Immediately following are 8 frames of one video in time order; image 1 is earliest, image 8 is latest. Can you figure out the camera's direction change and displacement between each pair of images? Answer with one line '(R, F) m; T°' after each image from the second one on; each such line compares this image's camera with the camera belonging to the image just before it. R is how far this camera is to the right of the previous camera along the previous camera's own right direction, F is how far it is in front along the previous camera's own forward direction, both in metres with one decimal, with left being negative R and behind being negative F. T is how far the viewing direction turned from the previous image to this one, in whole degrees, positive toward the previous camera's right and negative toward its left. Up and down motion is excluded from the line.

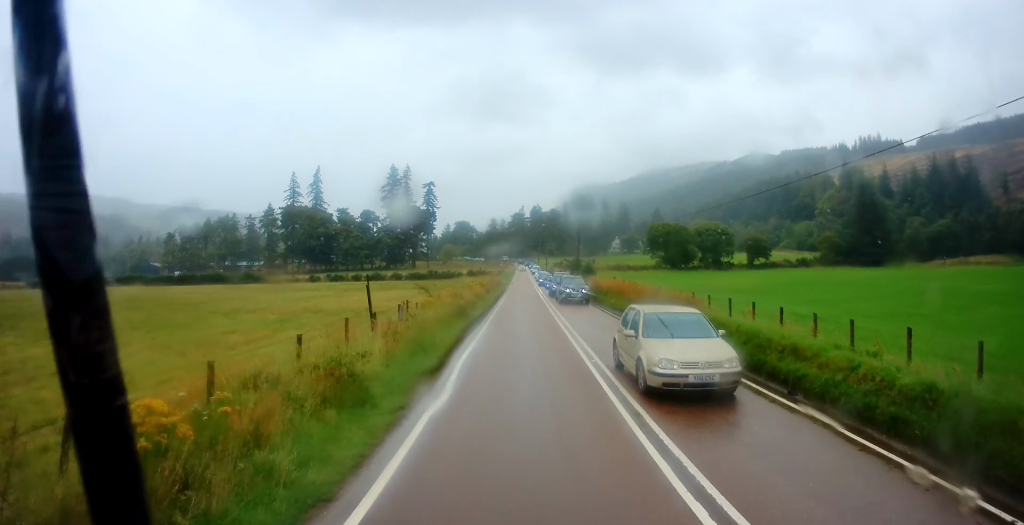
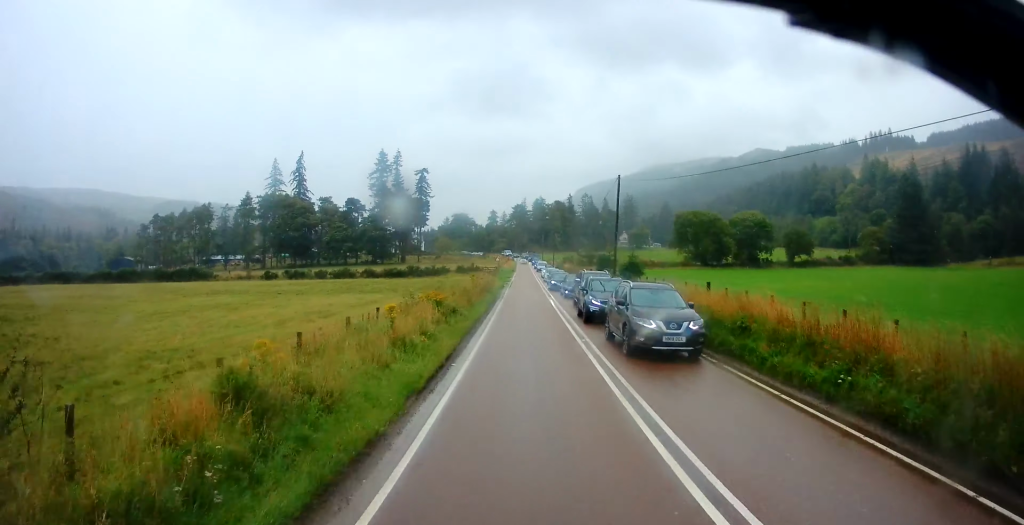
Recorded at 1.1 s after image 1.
(+0.1, +21.3) m; -1°
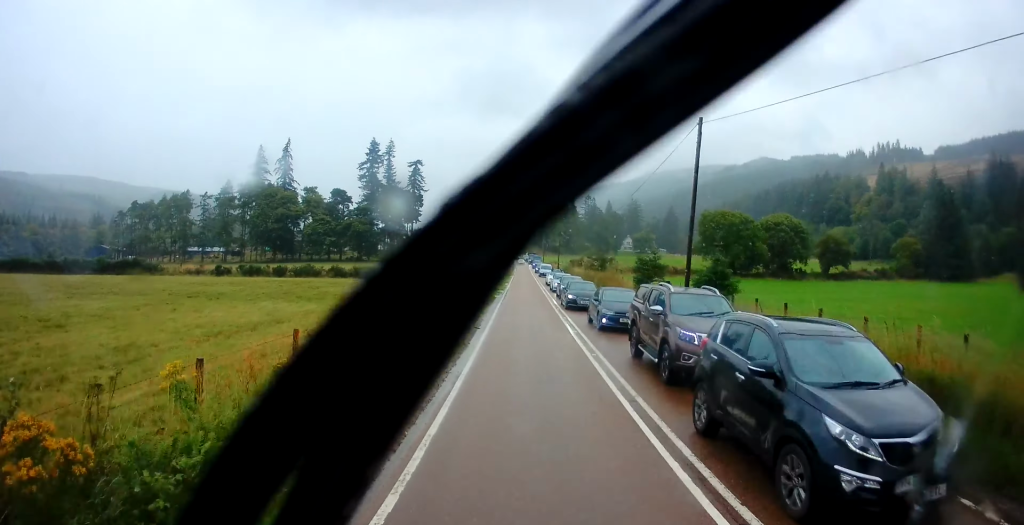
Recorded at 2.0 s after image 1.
(-0.5, +15.7) m; 0°
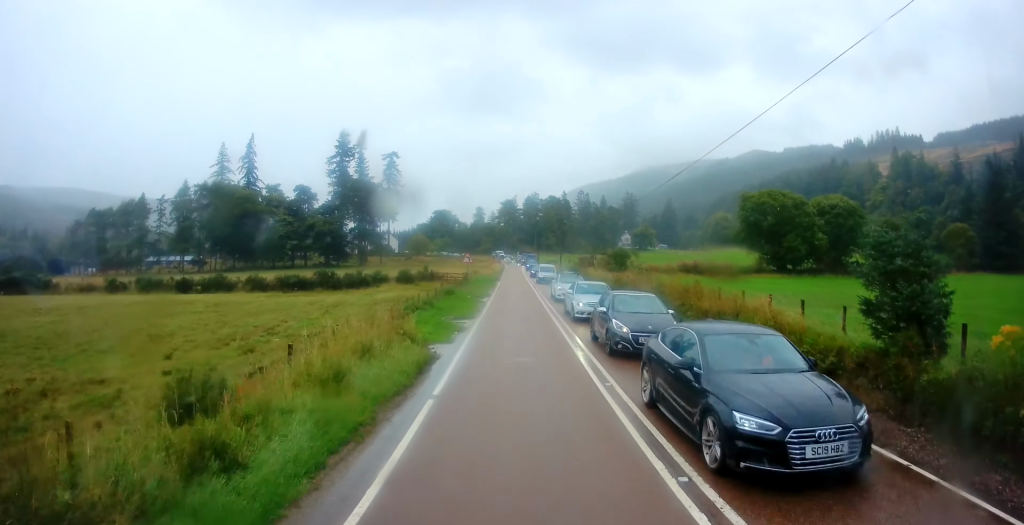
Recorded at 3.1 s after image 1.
(+0.8, +22.1) m; +1°
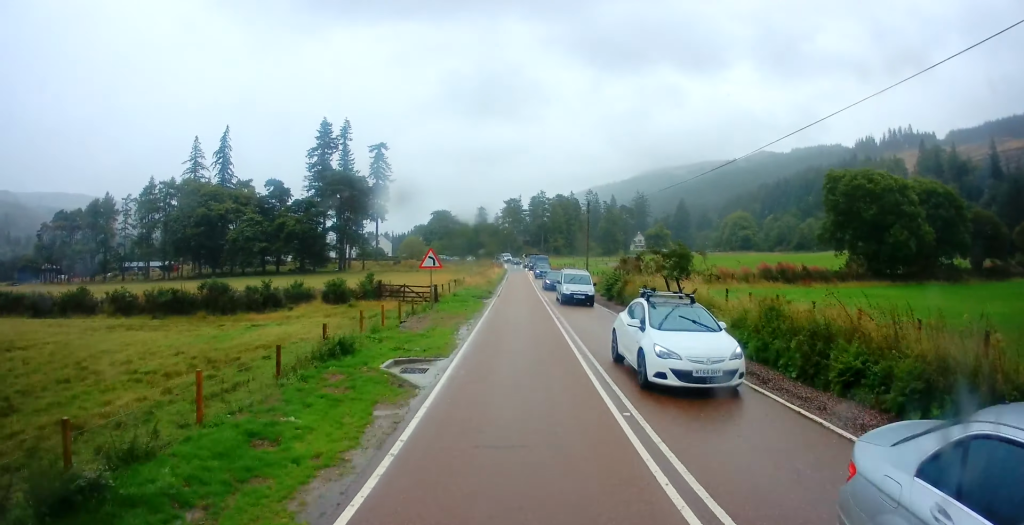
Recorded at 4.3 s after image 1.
(-0.4, +21.2) m; -1°
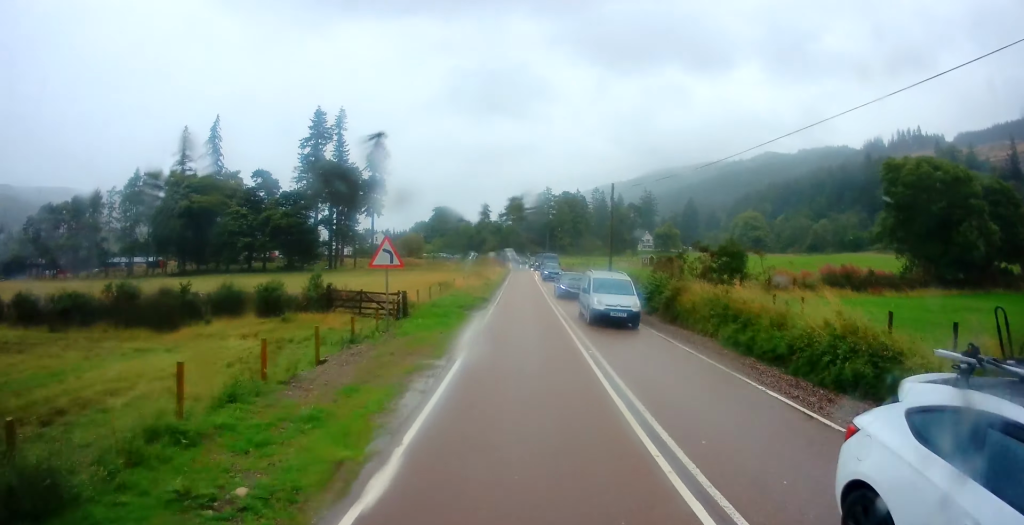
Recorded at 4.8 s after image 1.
(-0.1, +9.2) m; +1°
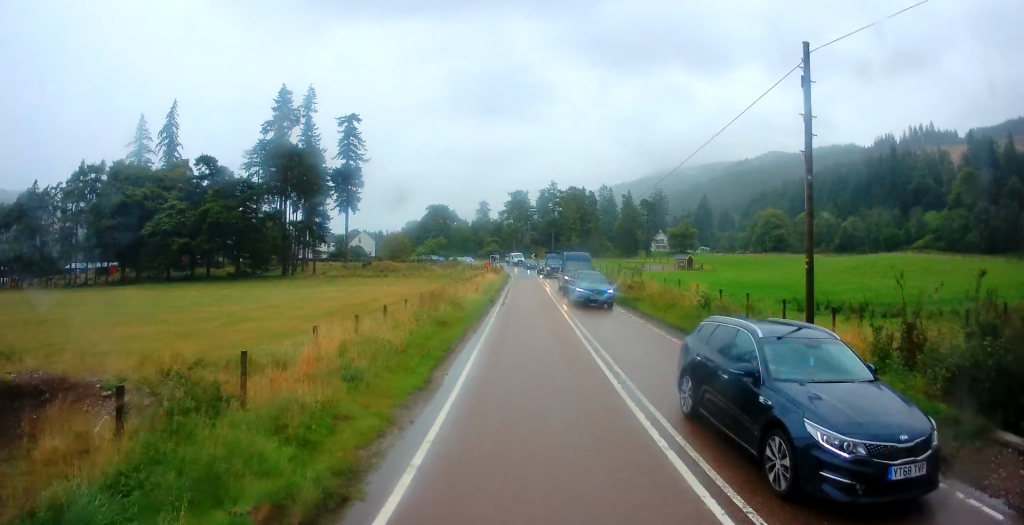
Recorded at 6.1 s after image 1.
(+0.3, +24.2) m; 0°
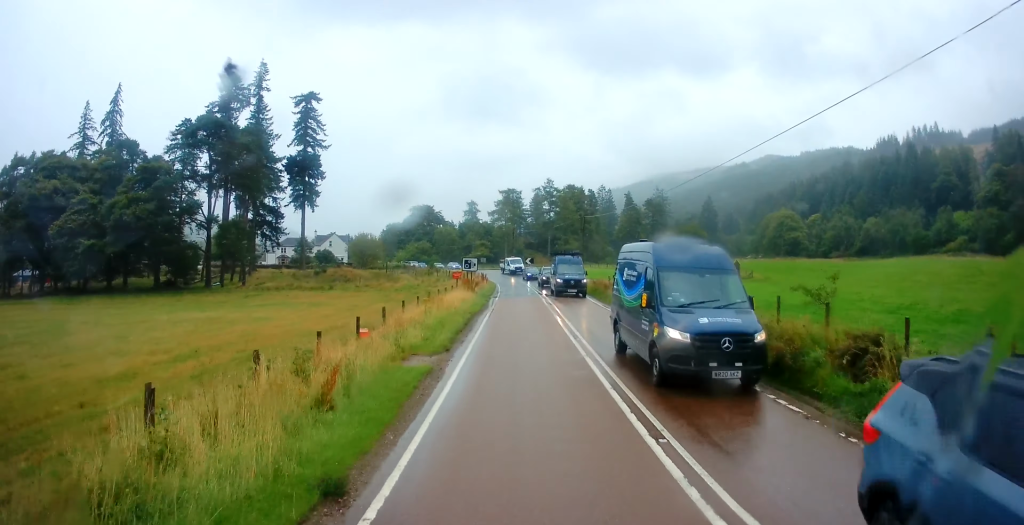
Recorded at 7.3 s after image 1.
(-0.3, +22.0) m; 0°
